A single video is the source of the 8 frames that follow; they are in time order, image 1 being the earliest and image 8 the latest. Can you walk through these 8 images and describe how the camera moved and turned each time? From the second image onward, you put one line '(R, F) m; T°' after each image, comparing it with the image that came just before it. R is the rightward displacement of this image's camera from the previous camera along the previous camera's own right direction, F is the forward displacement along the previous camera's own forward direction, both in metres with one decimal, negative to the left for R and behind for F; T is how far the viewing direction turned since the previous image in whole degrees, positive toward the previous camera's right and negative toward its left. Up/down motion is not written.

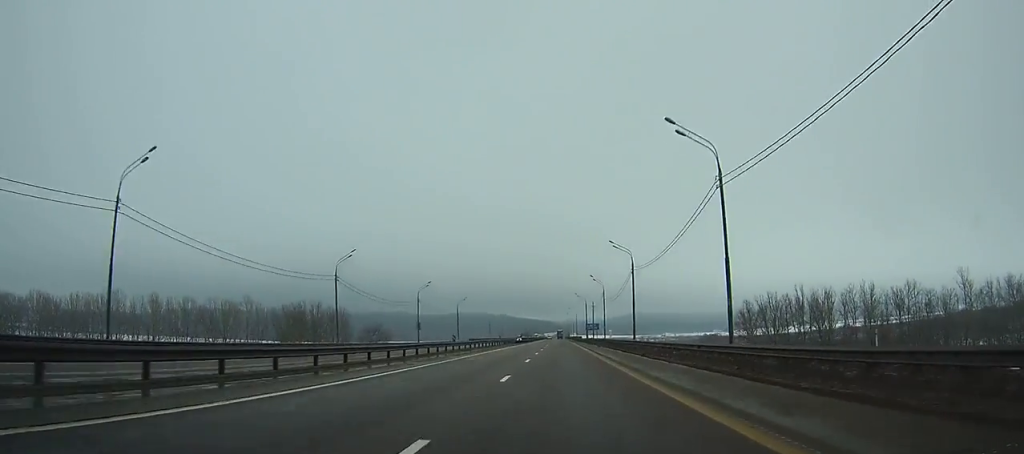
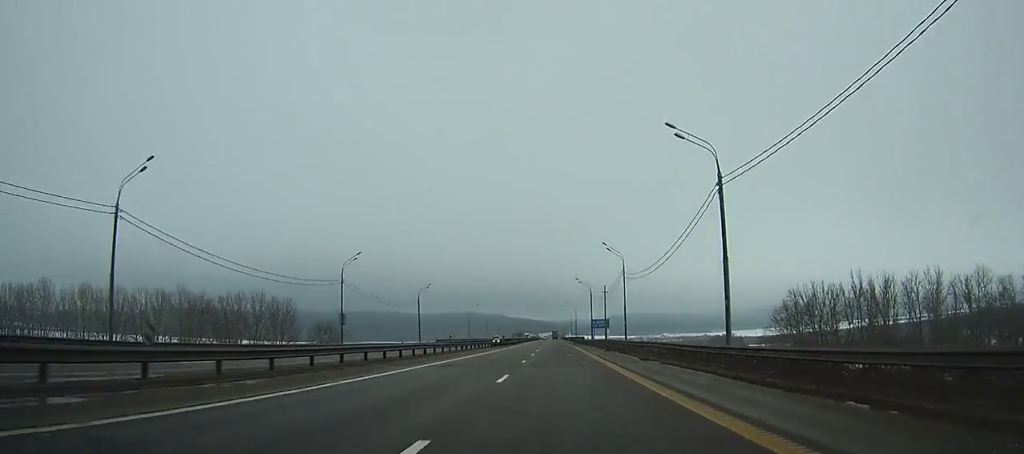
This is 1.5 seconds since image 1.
(+0.1, +34.9) m; 0°
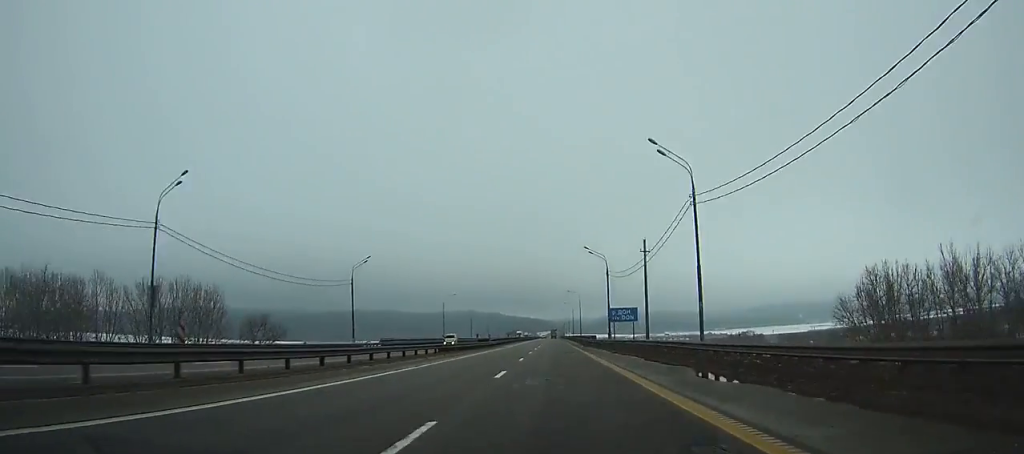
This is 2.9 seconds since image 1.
(+0.1, +32.7) m; 0°
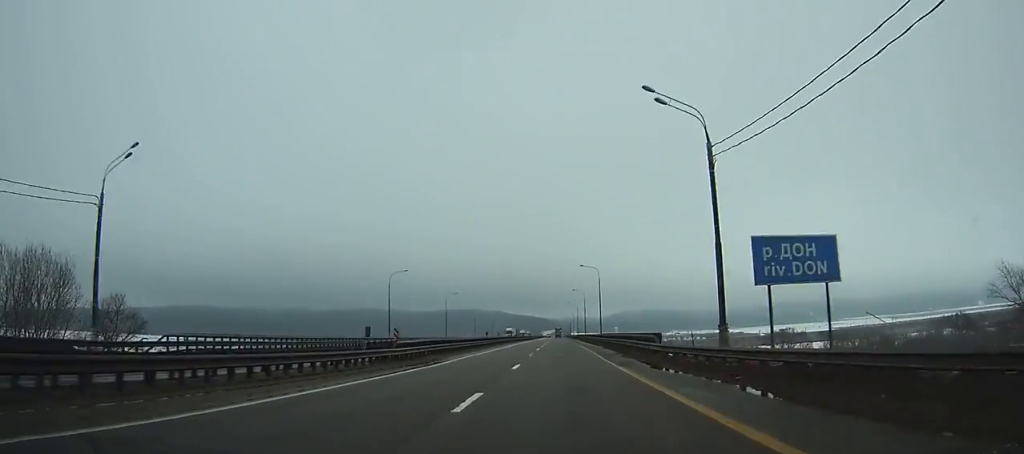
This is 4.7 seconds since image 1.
(0.0, +42.6) m; 0°
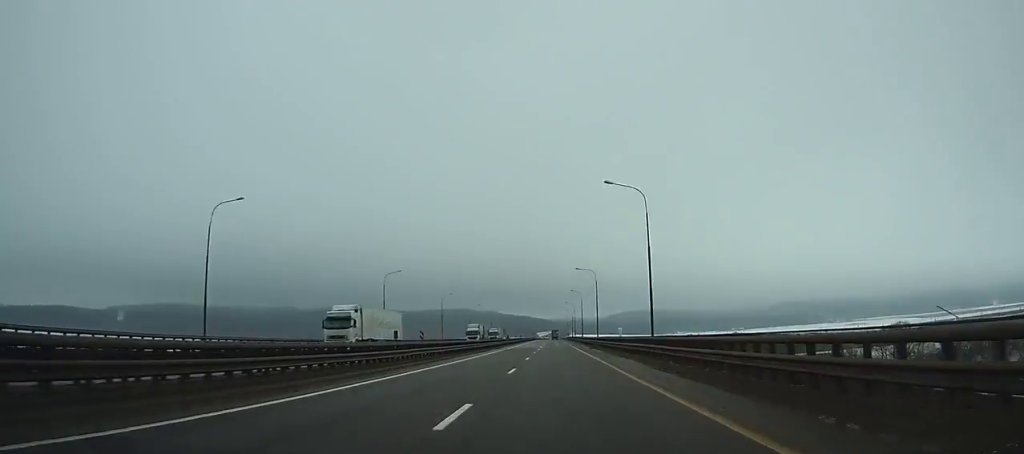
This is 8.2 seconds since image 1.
(-0.1, +83.6) m; 0°
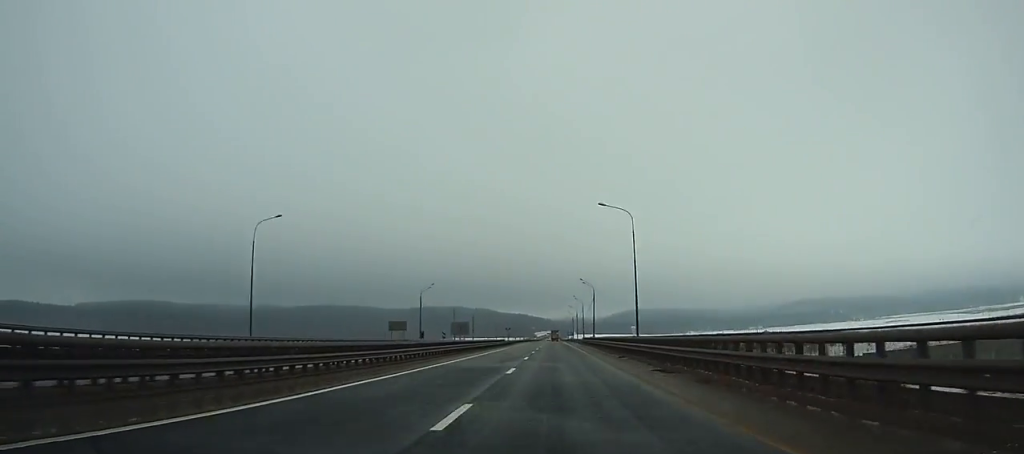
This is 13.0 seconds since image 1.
(+0.1, +116.4) m; 0°
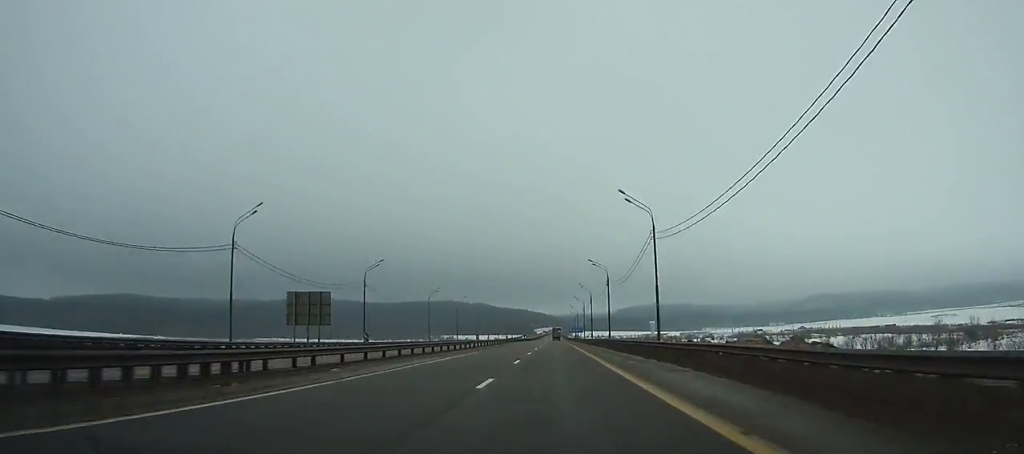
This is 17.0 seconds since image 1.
(+0.1, +98.2) m; 0°
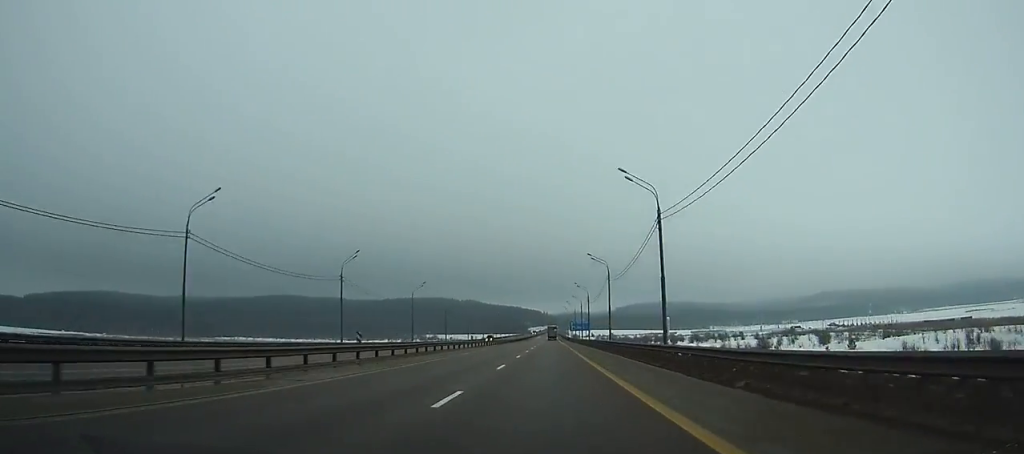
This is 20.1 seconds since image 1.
(-0.1, +76.9) m; 0°
